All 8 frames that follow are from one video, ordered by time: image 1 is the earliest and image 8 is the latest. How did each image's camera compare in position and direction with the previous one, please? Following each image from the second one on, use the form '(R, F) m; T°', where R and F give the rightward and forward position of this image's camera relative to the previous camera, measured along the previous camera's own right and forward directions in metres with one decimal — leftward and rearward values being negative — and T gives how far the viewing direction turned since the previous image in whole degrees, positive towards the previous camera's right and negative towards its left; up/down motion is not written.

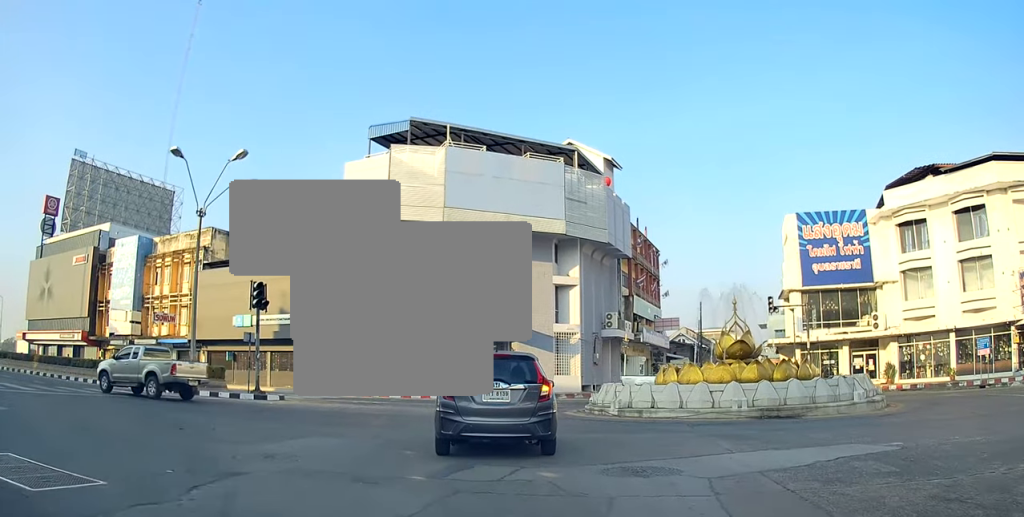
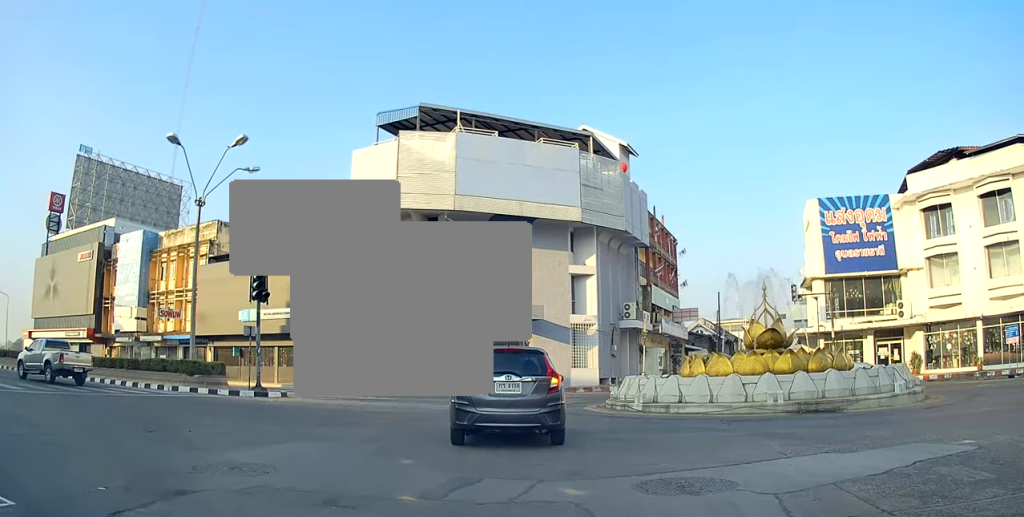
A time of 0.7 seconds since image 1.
(0.0, +2.7) m; 0°
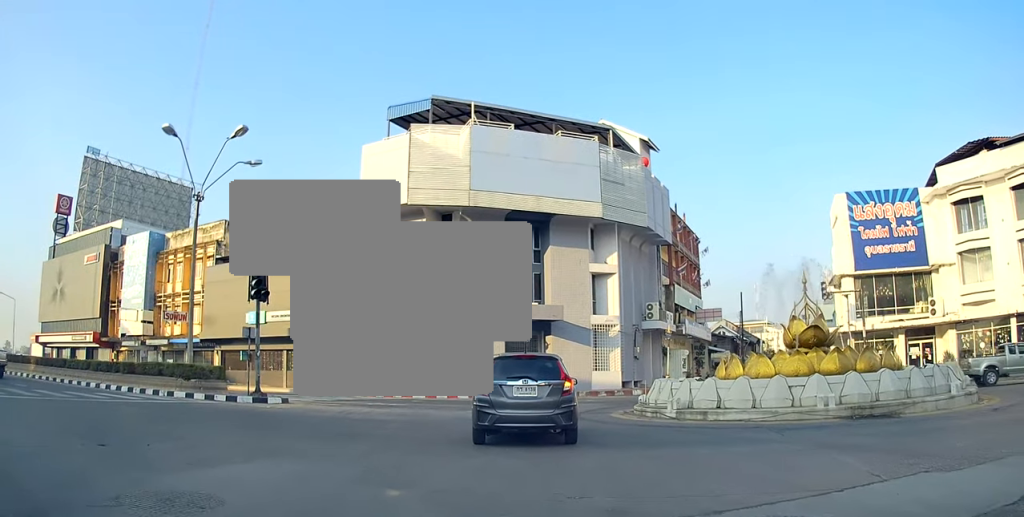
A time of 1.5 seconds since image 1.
(0.0, +3.3) m; 0°
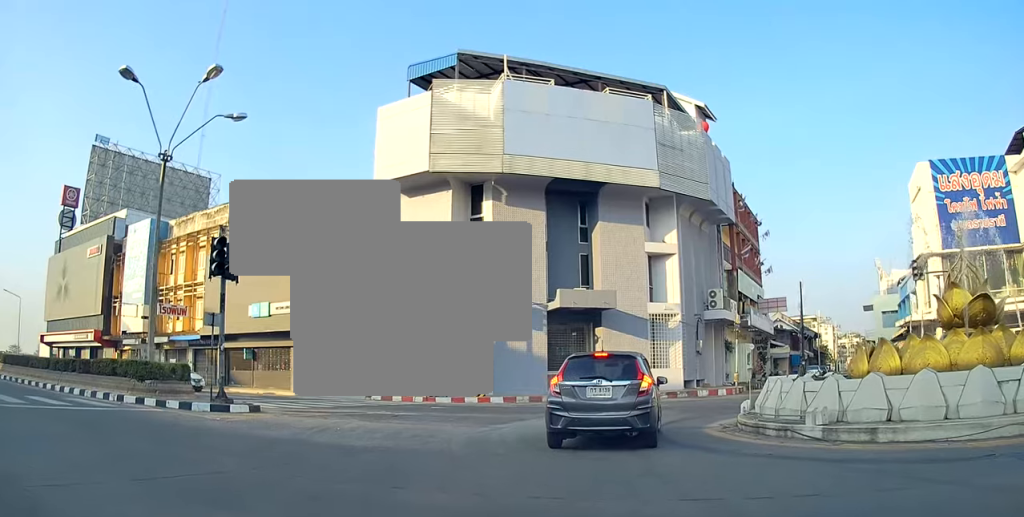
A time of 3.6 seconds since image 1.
(-0.1, +7.7) m; -3°
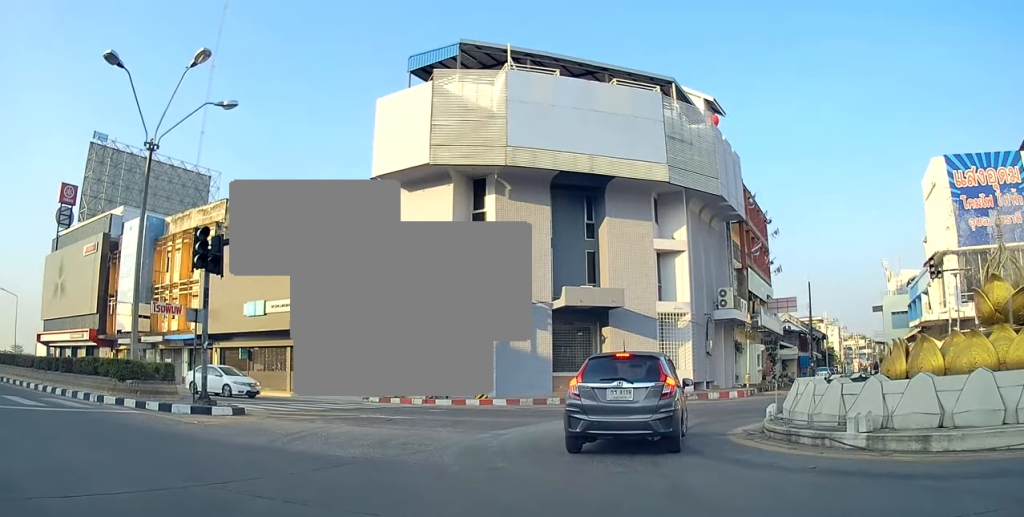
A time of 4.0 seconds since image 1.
(0.0, +1.5) m; -2°
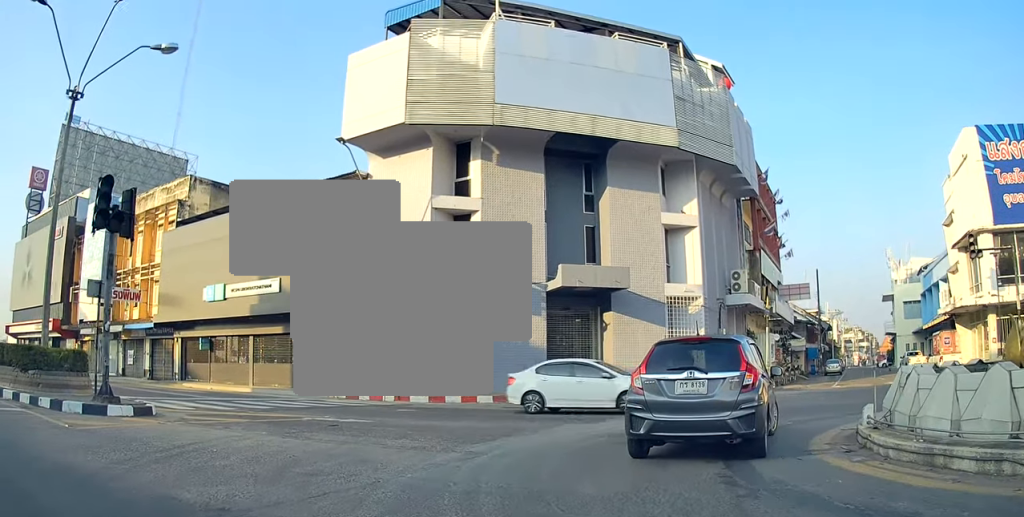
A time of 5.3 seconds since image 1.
(-0.3, +4.3) m; -7°
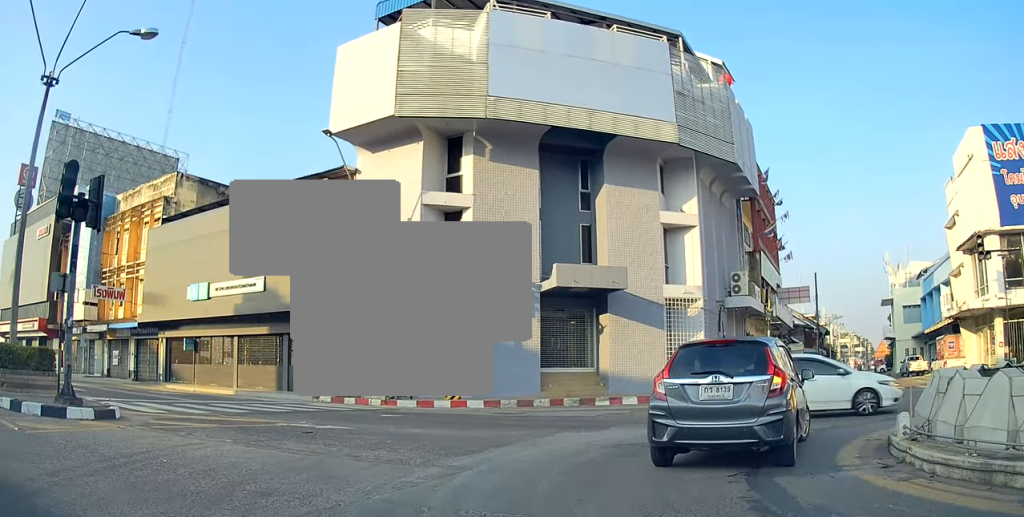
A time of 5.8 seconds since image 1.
(-0.1, +1.3) m; +1°
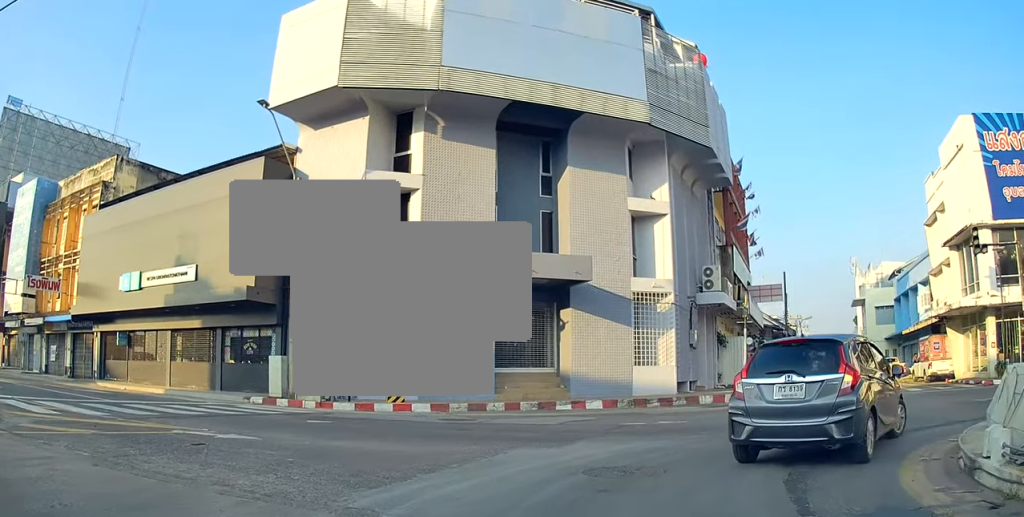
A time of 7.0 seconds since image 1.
(+0.2, +3.6) m; +7°
